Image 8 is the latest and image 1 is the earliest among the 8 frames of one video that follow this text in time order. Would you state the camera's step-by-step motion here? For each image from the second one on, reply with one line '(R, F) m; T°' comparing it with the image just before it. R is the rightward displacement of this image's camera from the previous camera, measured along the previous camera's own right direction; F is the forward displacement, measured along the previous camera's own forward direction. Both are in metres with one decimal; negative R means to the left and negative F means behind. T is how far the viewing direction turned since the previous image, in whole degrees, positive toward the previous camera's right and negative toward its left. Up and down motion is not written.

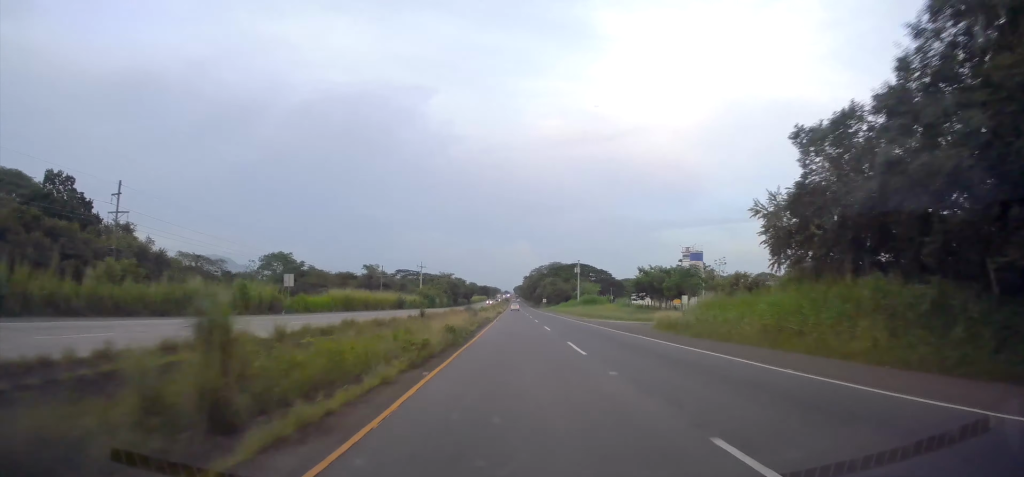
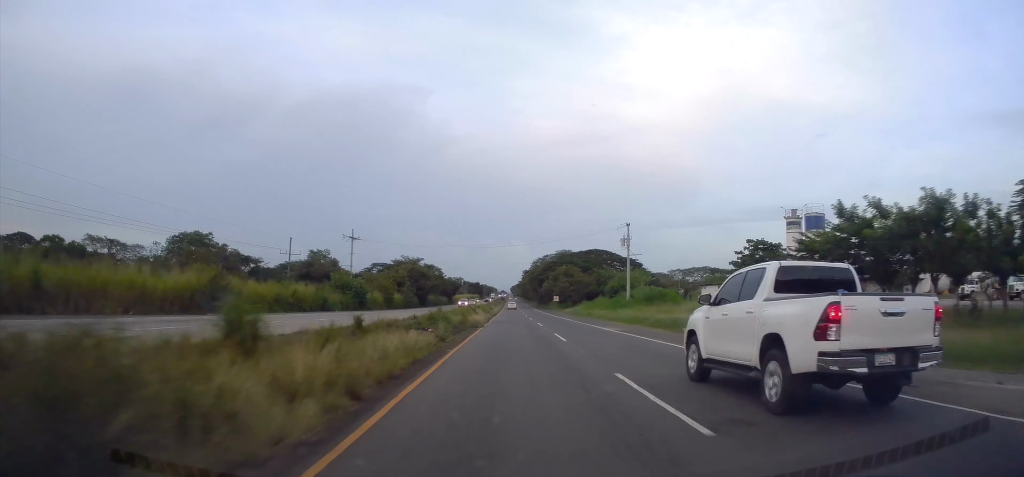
(+0.1, +54.7) m; 0°
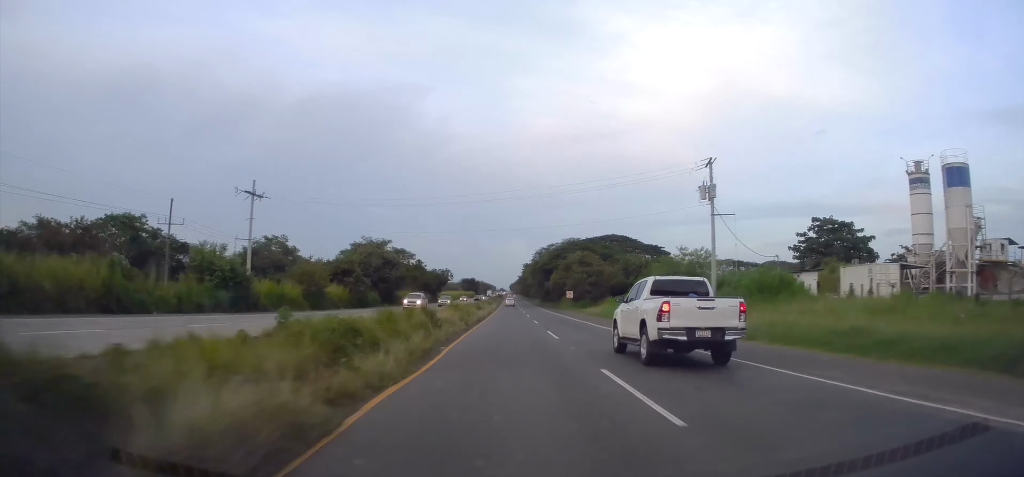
(-0.6, +29.6) m; 0°
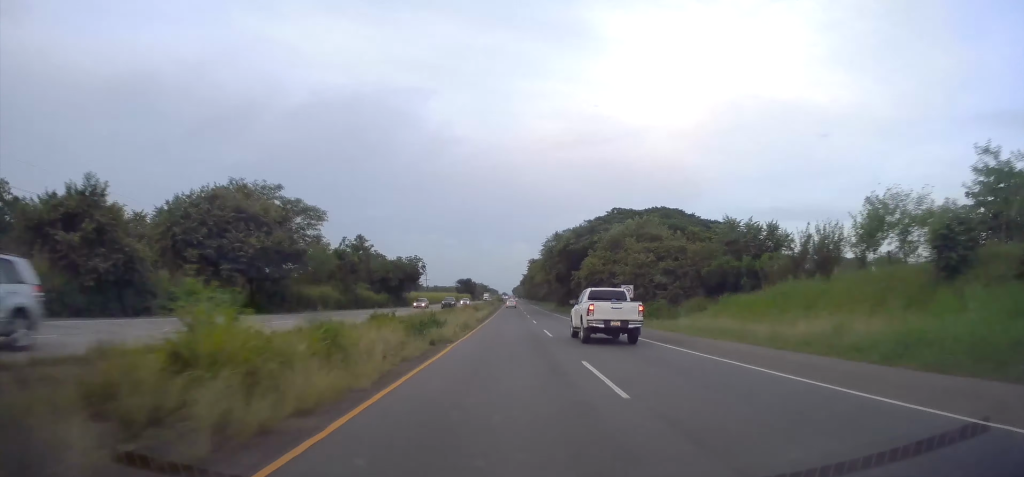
(+0.9, +42.7) m; +1°
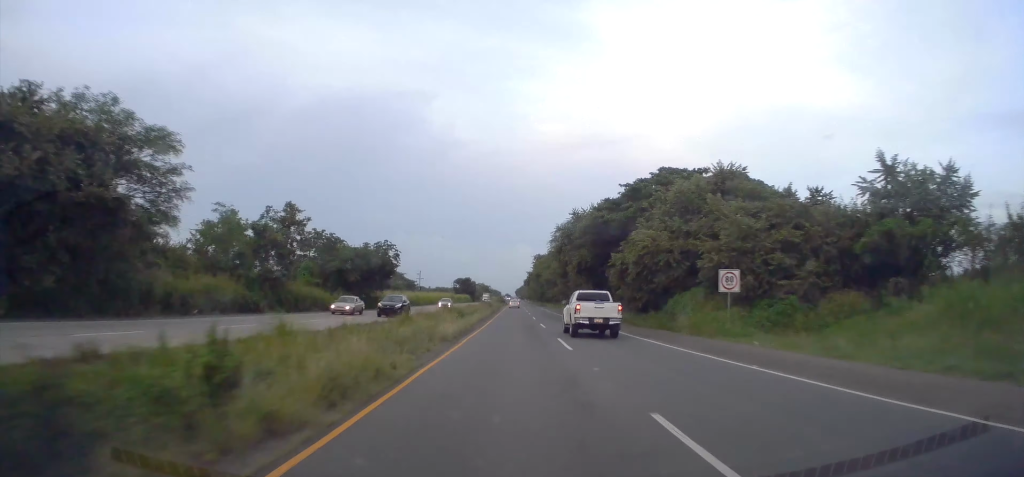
(0.0, +21.3) m; 0°
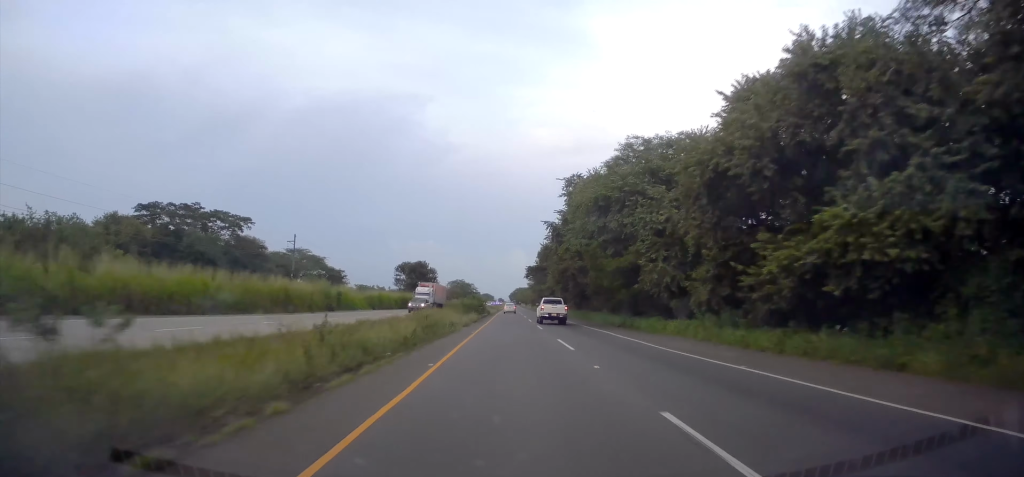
(-1.1, +104.5) m; 0°
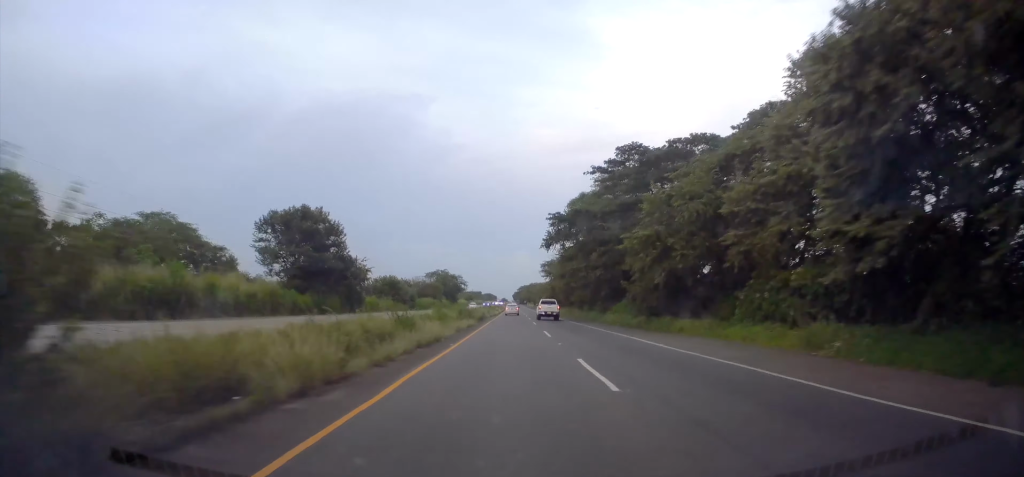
(+0.4, +67.9) m; +1°
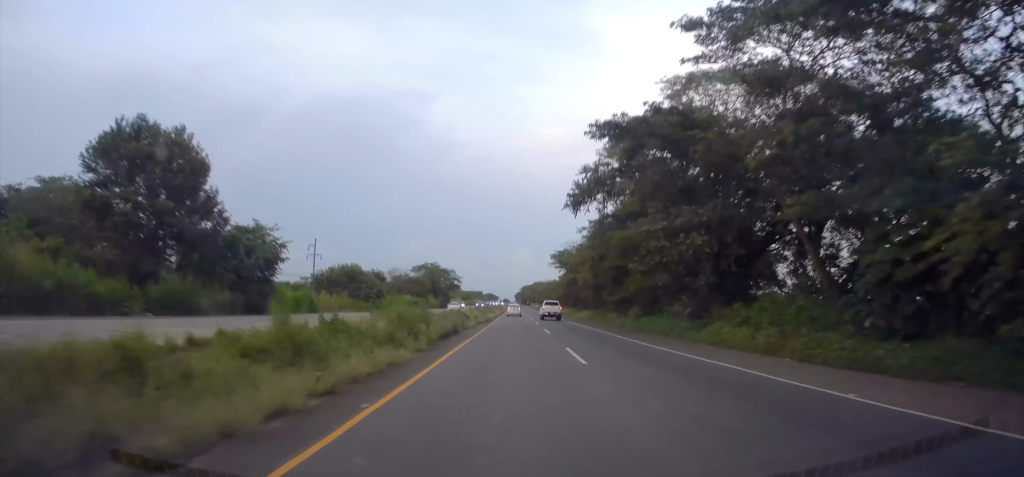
(0.0, +25.4) m; 0°
